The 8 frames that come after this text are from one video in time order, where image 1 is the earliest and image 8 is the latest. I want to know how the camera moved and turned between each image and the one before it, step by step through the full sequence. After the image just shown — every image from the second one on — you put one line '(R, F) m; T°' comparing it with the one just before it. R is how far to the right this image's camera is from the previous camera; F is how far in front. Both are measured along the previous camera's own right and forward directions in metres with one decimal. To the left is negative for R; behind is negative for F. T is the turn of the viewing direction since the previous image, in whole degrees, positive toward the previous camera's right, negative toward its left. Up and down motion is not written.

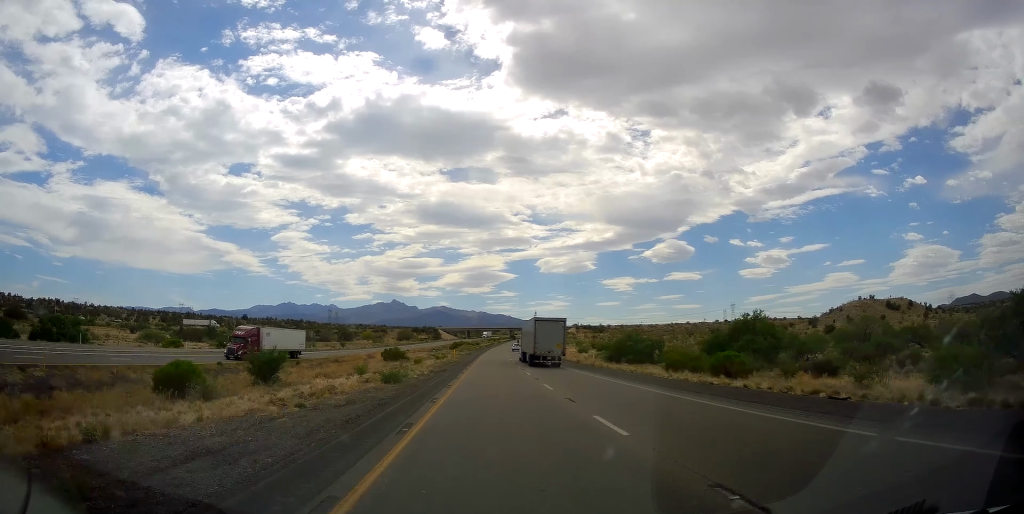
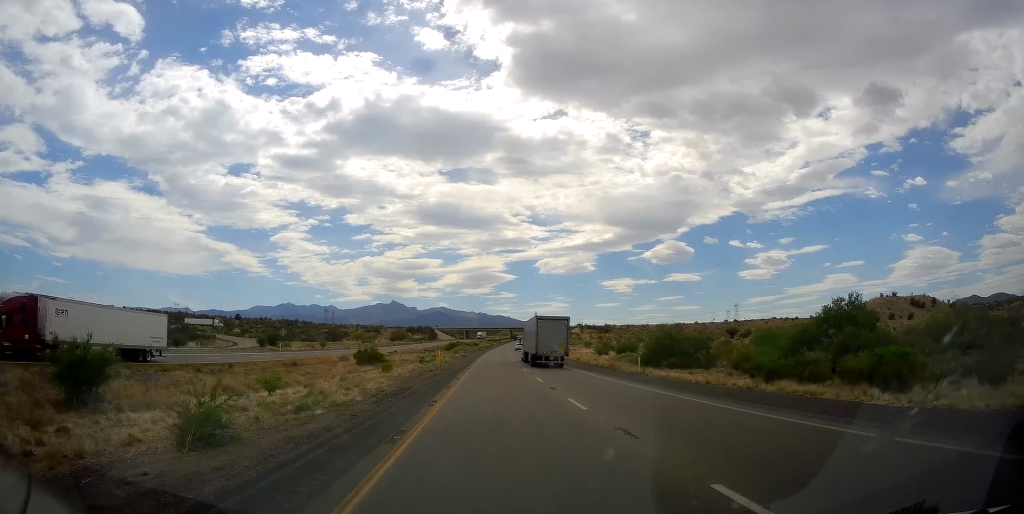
(0.0, +18.7) m; +1°
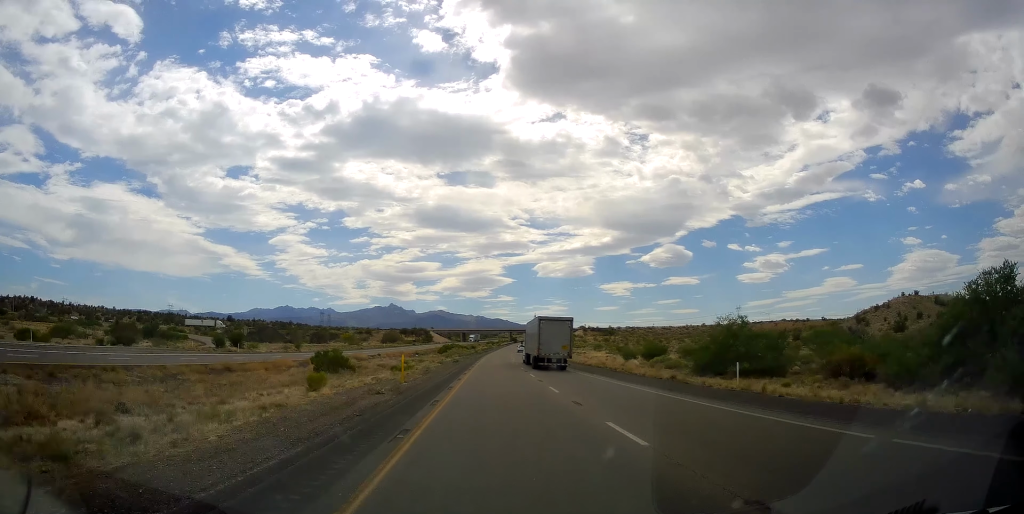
(+0.4, +17.7) m; 0°
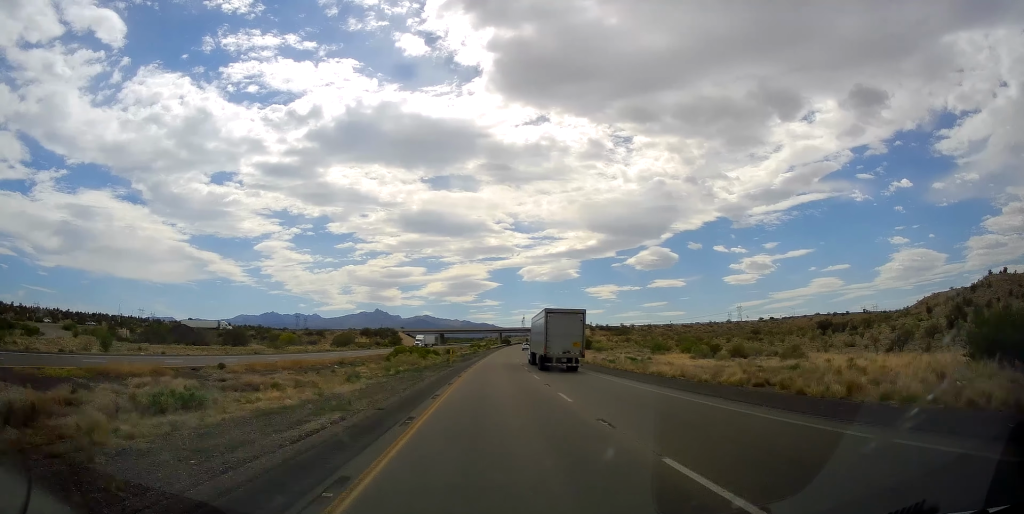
(-0.4, +63.9) m; 0°
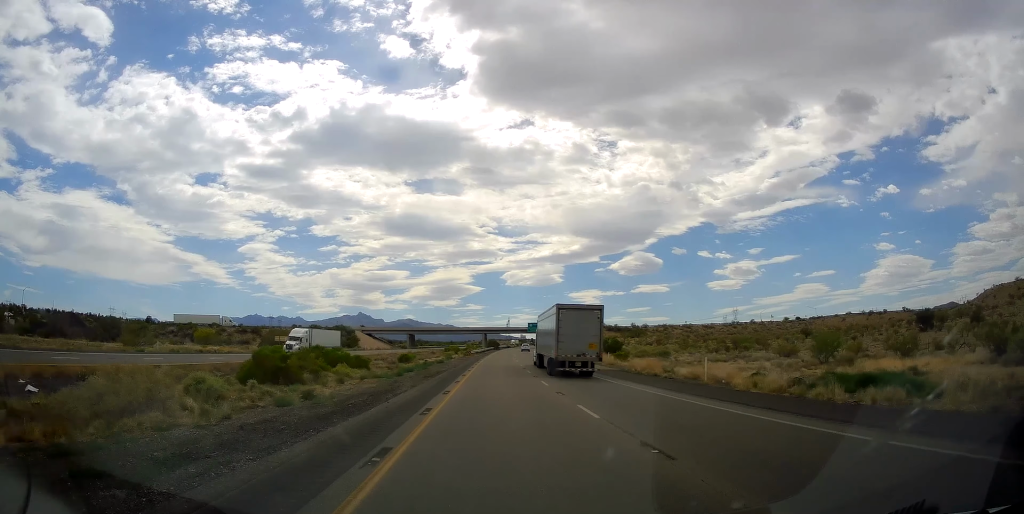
(+0.9, +51.9) m; +2°
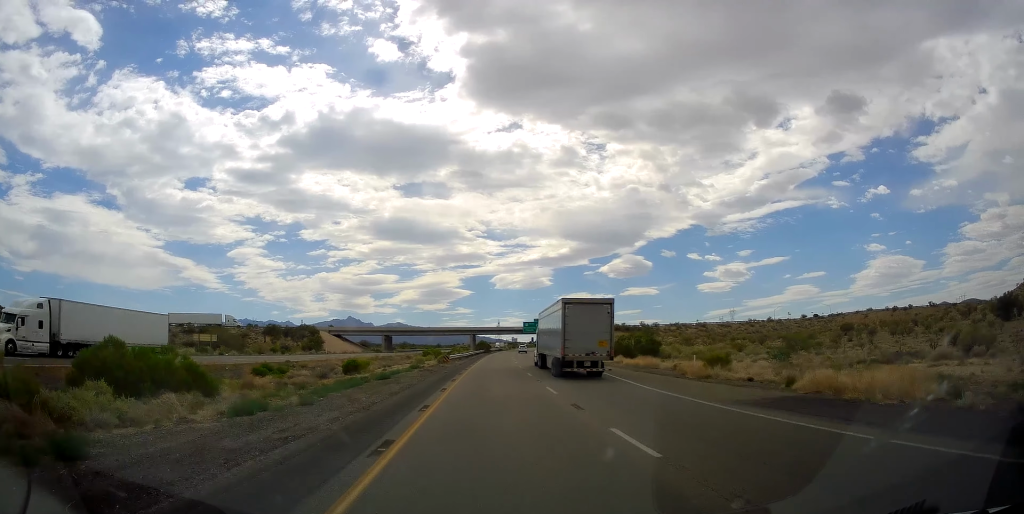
(+0.4, +29.3) m; +1°
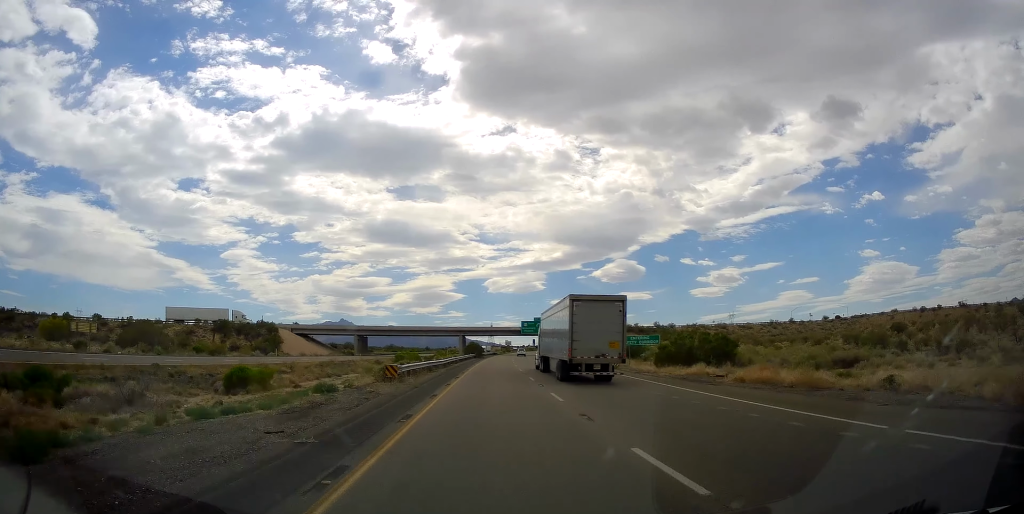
(0.0, +26.9) m; +1°
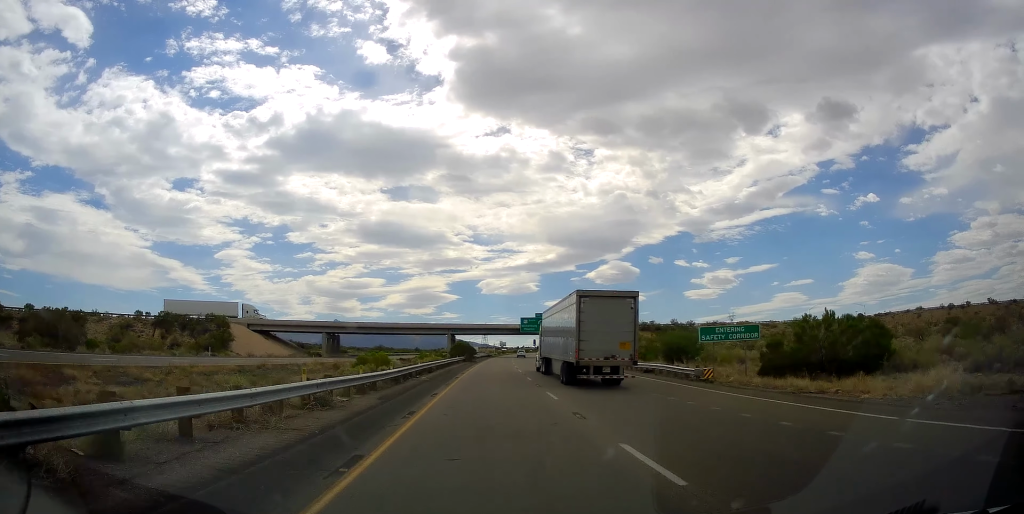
(+0.3, +23.4) m; +1°
